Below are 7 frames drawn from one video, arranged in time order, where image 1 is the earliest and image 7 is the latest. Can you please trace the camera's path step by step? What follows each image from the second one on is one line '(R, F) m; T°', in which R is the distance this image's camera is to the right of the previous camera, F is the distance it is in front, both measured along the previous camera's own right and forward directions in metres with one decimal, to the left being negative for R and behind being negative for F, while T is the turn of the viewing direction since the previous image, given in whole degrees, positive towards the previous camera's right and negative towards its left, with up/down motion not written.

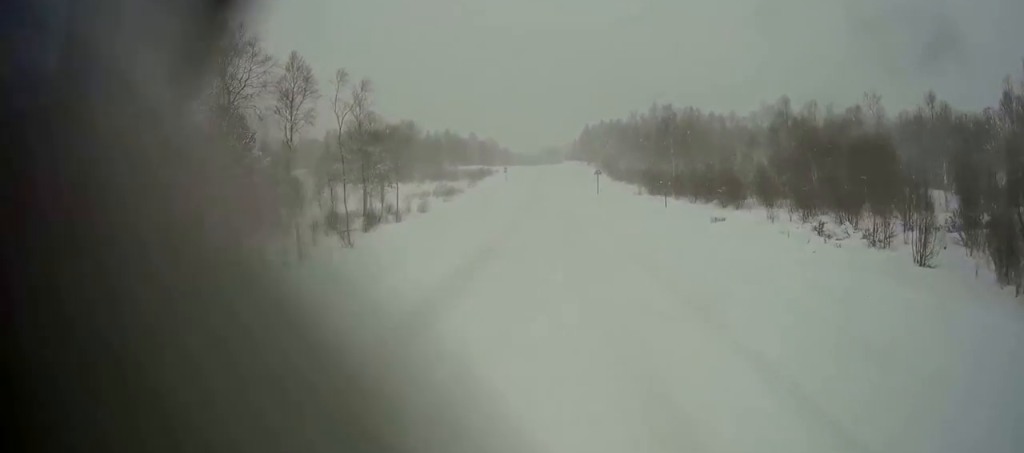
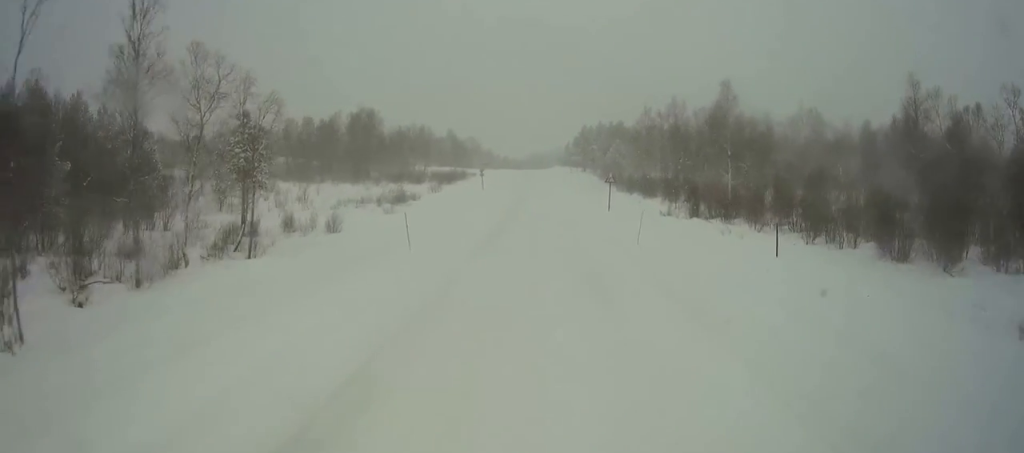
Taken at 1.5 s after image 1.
(+0.1, +22.4) m; 0°
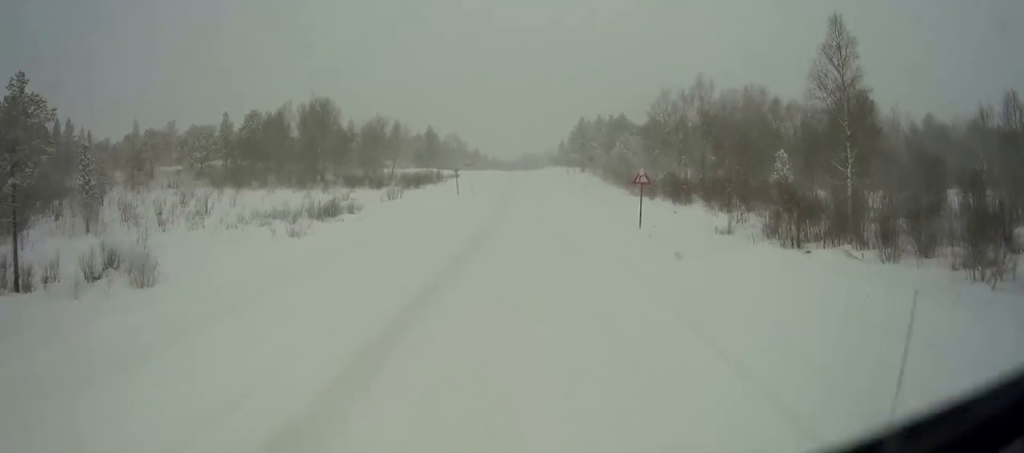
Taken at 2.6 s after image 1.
(0.0, +17.8) m; 0°
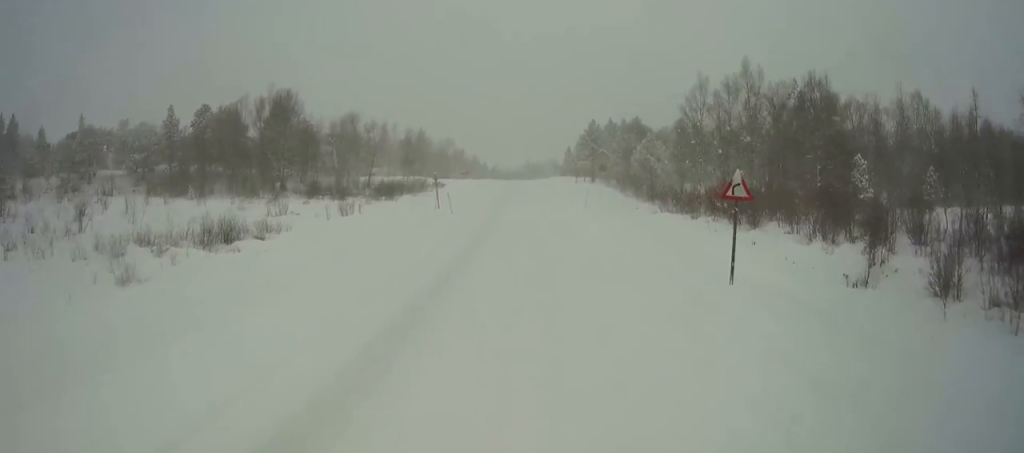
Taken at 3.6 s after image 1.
(0.0, +14.4) m; -1°
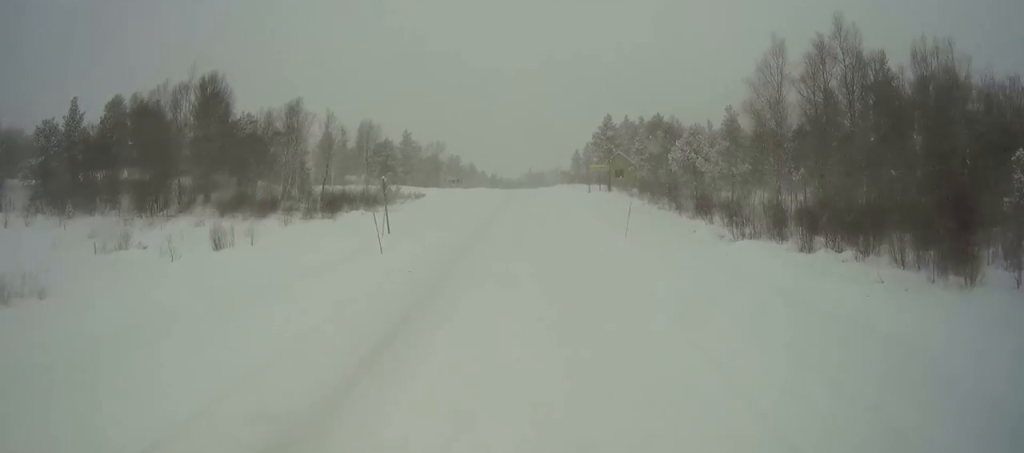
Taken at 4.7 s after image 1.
(-0.2, +17.5) m; -1°
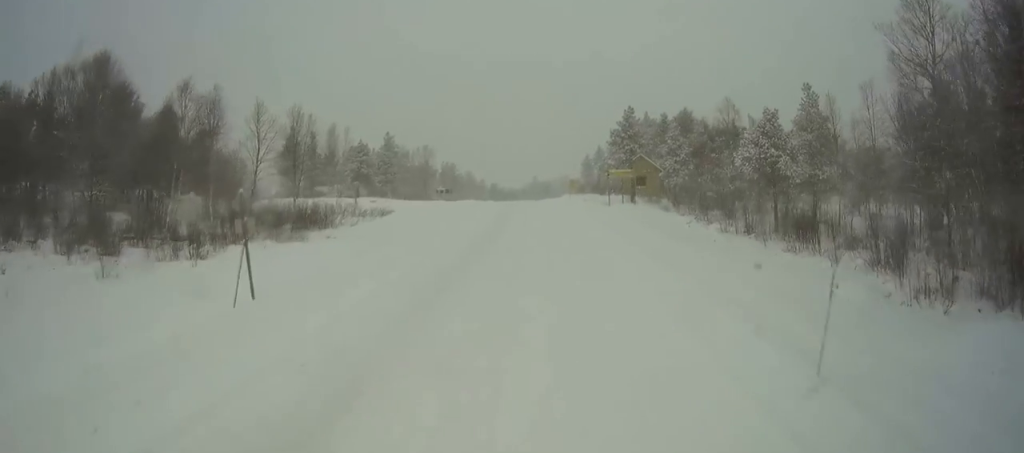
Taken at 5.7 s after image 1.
(-0.1, +16.1) m; 0°
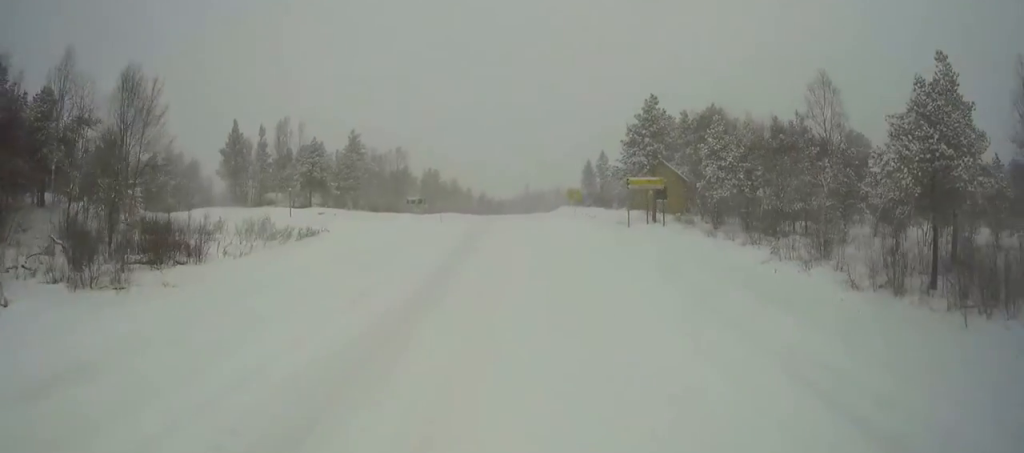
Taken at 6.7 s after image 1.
(+0.1, +15.4) m; 0°
